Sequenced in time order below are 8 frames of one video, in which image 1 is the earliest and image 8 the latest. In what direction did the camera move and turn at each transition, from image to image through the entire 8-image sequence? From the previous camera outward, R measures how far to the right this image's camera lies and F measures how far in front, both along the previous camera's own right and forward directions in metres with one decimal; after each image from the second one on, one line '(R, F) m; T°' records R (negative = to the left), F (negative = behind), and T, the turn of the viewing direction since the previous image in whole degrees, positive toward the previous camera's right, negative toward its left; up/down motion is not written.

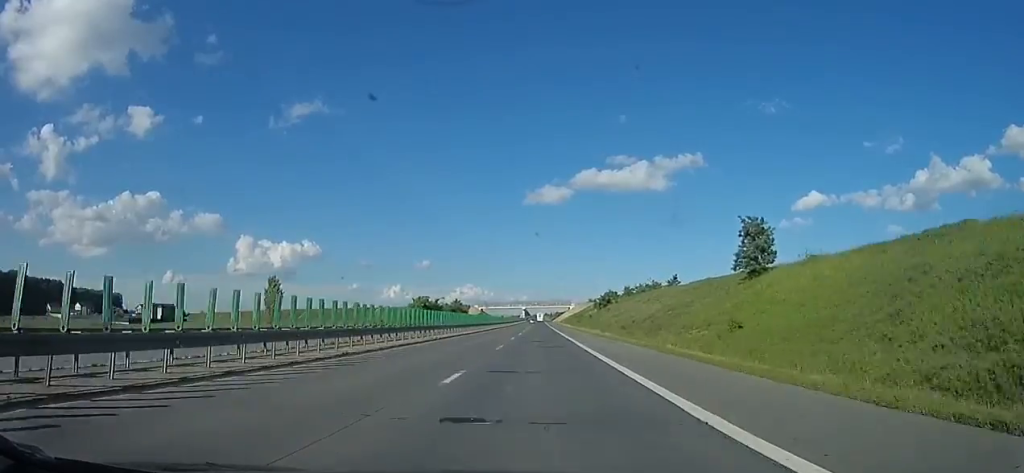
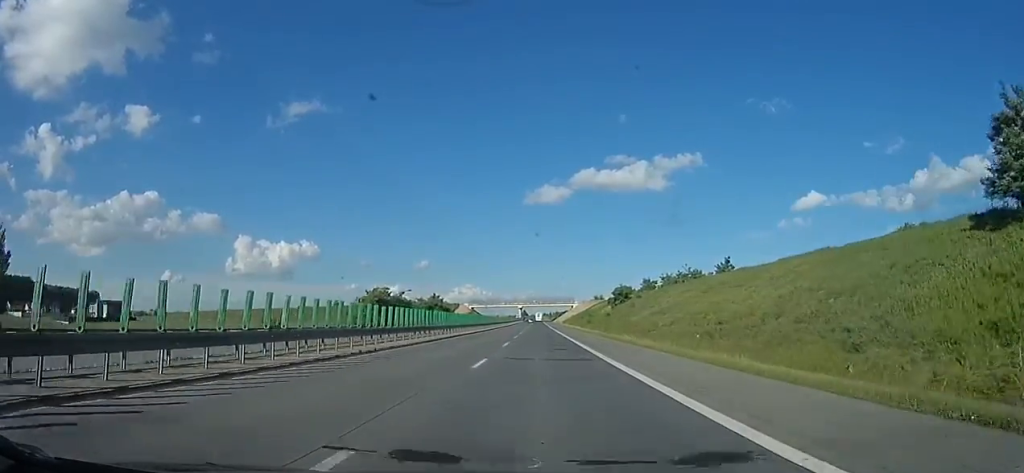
(+0.1, +31.5) m; 0°
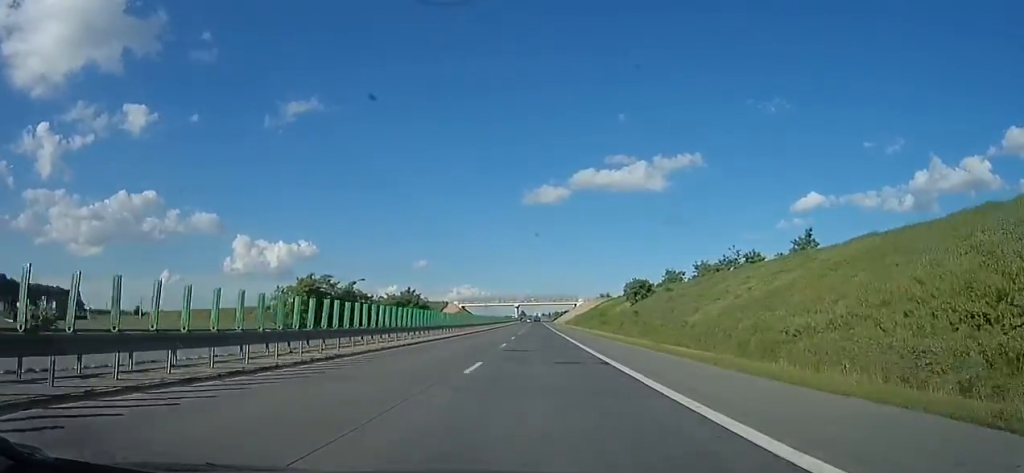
(-0.2, +25.0) m; 0°
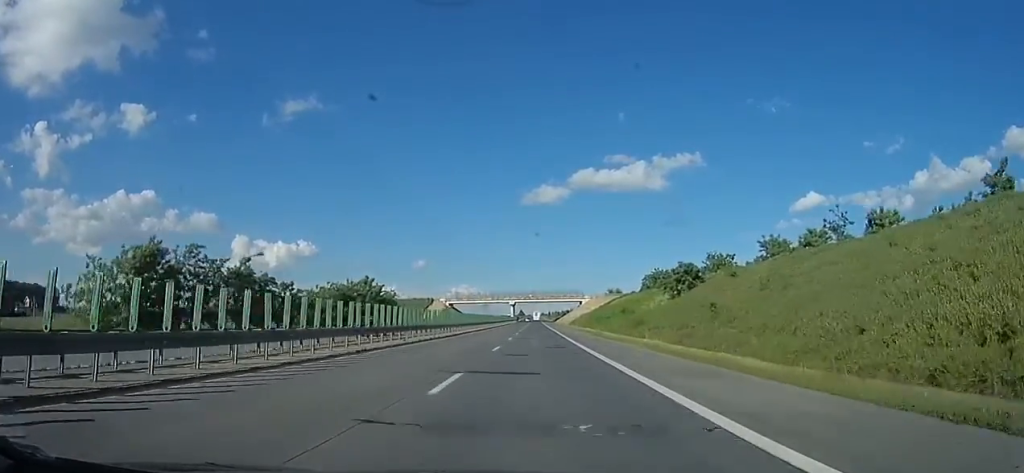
(0.0, +27.2) m; +1°
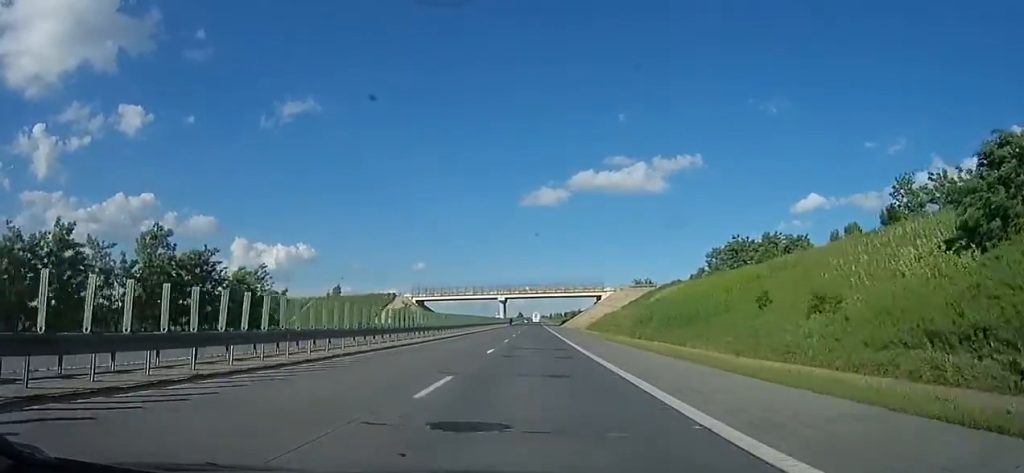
(+0.2, +47.6) m; 0°
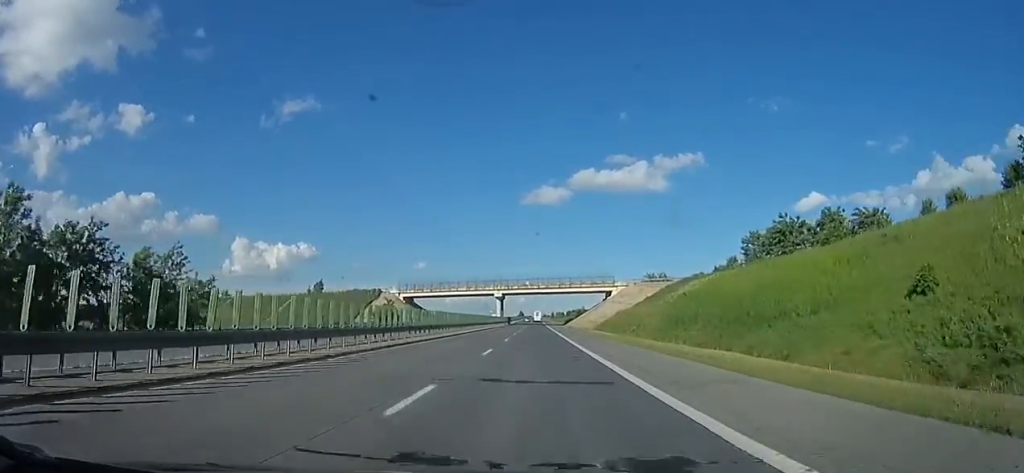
(-0.1, +13.4) m; 0°
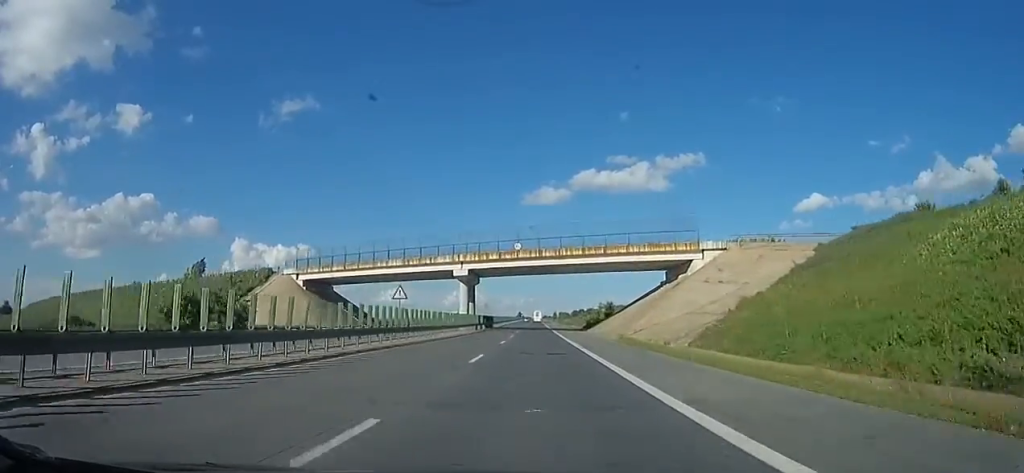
(+0.2, +51.0) m; 0°
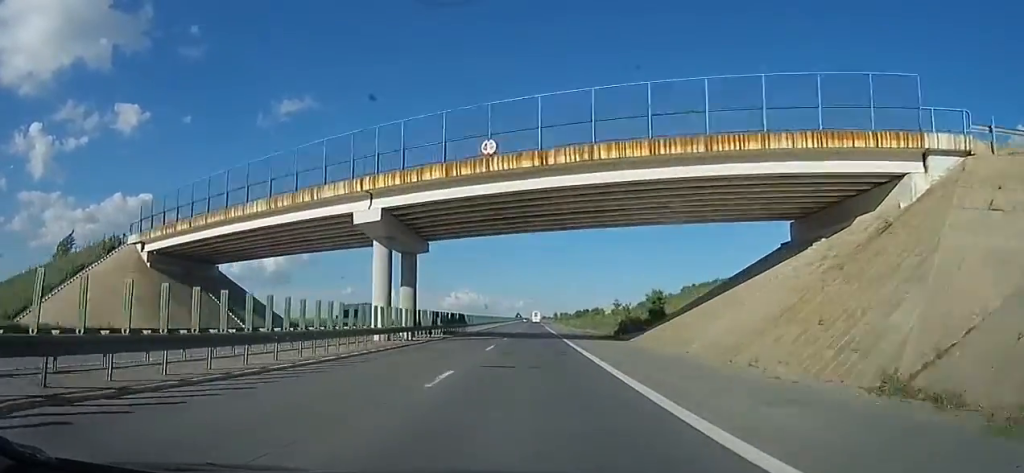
(+0.1, +29.7) m; 0°
